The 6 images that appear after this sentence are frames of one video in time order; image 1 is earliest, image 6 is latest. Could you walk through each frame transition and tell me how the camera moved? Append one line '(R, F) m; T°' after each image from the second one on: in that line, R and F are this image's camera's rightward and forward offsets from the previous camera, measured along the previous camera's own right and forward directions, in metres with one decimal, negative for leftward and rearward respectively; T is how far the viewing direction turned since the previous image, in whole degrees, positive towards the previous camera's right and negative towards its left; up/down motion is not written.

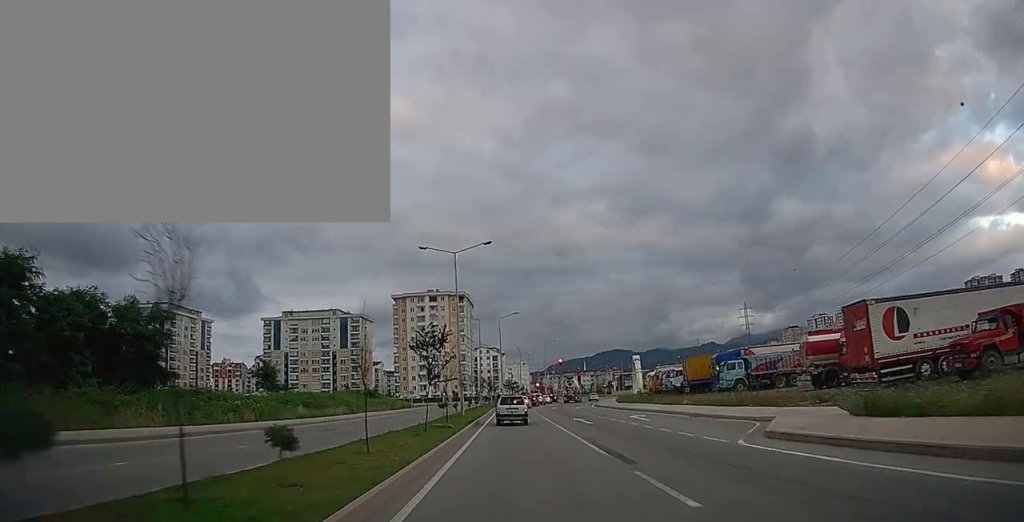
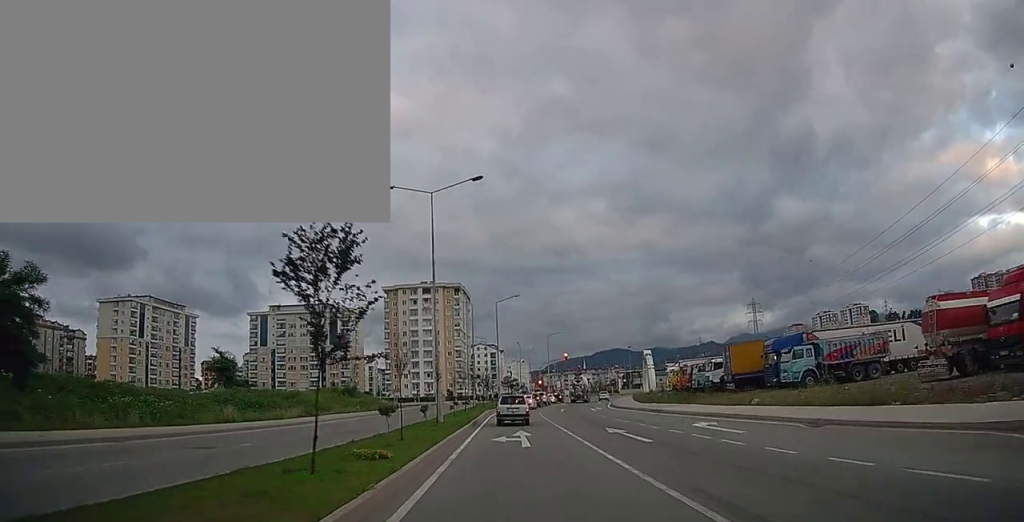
(+0.1, +12.2) m; 0°
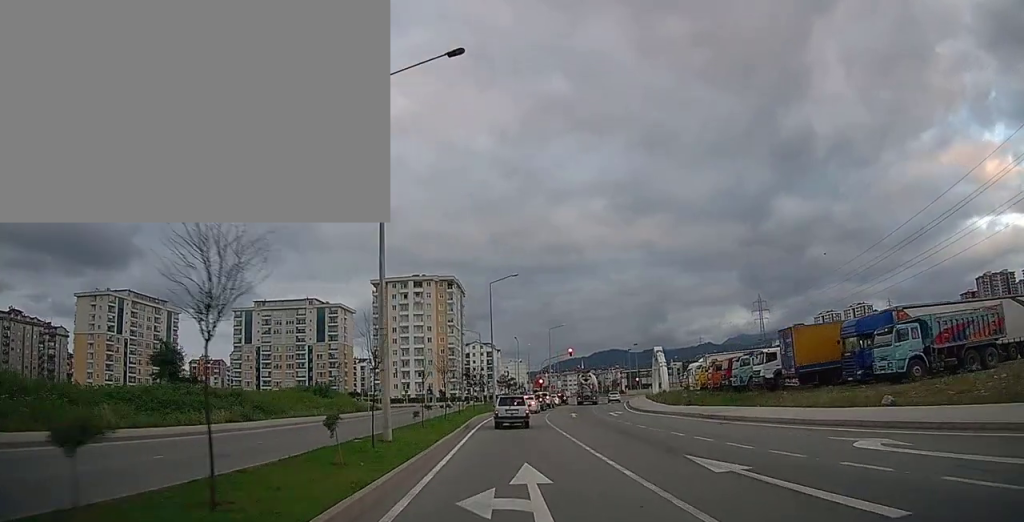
(0.0, +11.4) m; +1°
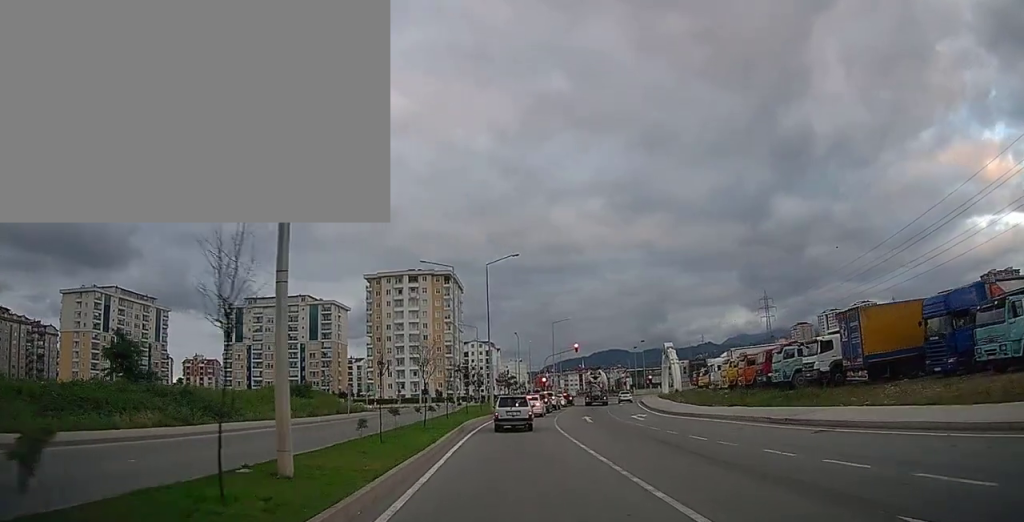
(+0.1, +7.7) m; +2°
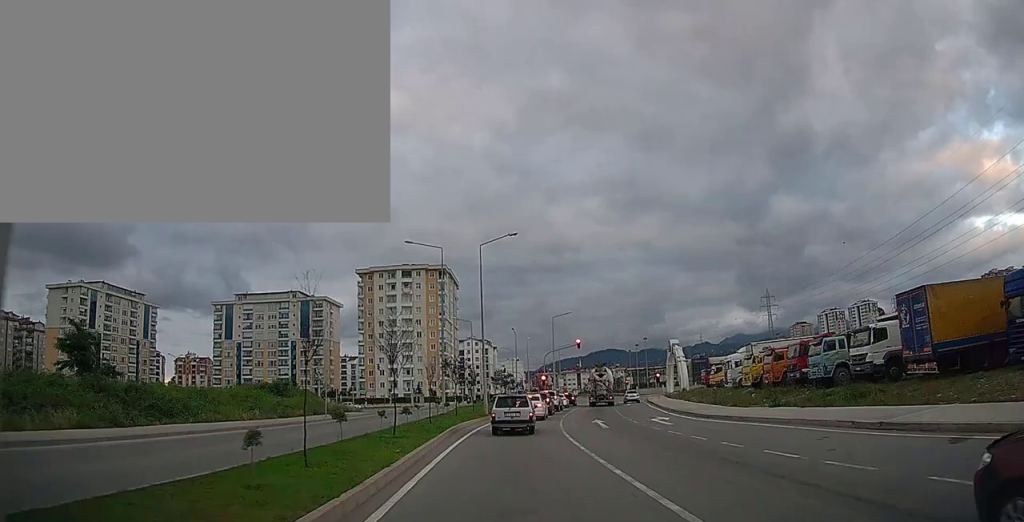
(+0.2, +5.8) m; +2°
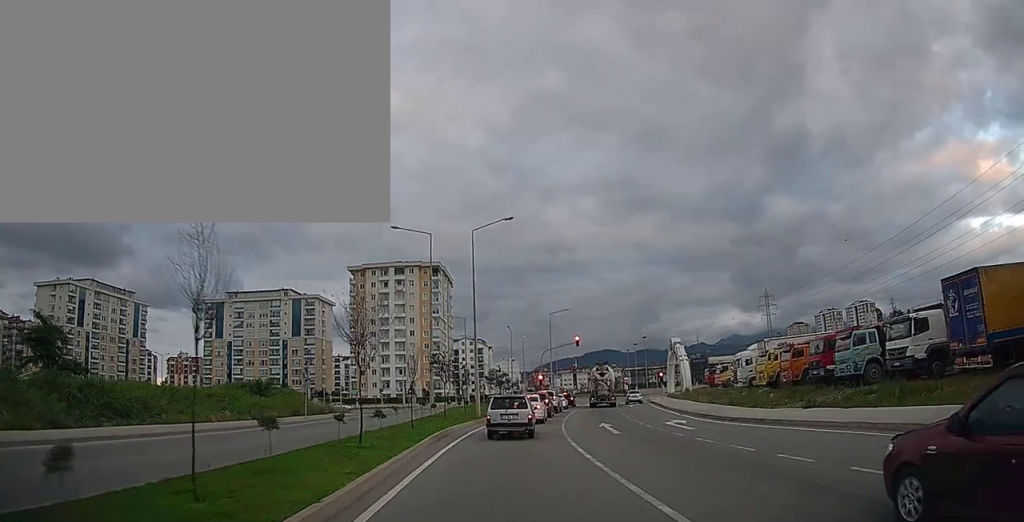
(0.0, +3.4) m; +1°
